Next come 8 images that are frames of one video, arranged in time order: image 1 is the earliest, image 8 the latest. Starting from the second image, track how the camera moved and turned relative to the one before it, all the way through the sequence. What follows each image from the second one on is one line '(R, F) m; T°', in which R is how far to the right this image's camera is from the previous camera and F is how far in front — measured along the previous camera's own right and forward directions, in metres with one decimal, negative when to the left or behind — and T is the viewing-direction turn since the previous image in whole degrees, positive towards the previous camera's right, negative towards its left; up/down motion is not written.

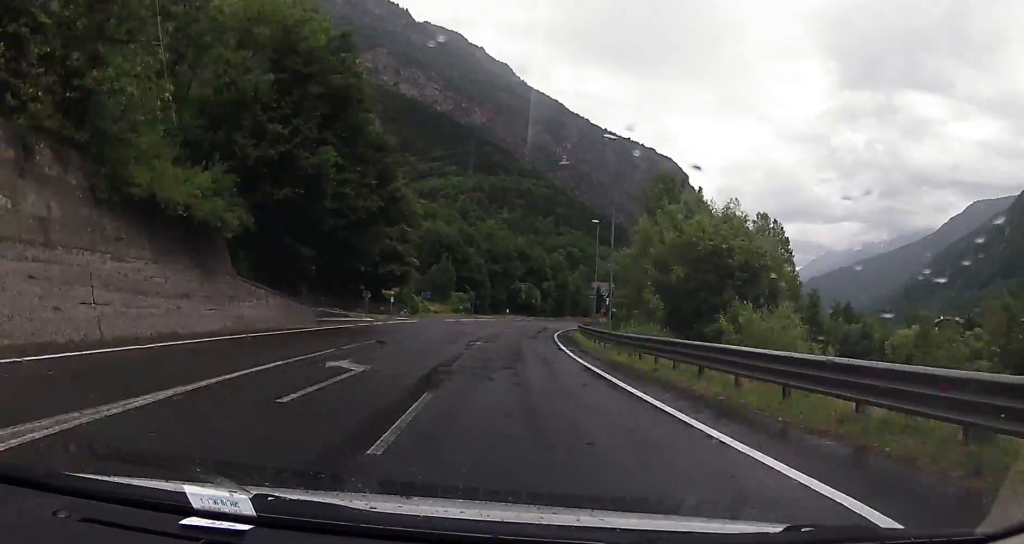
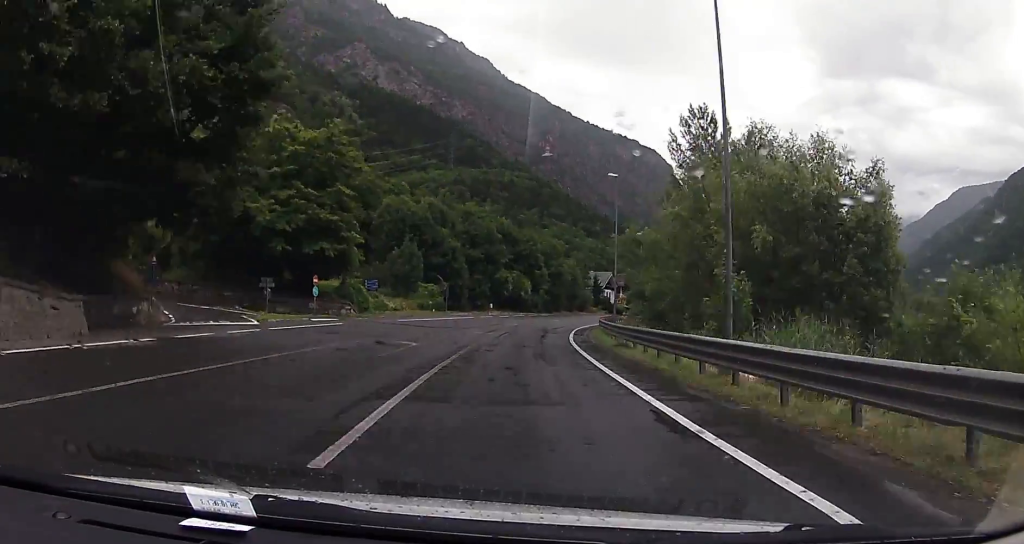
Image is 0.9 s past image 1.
(+0.2, +20.4) m; +2°
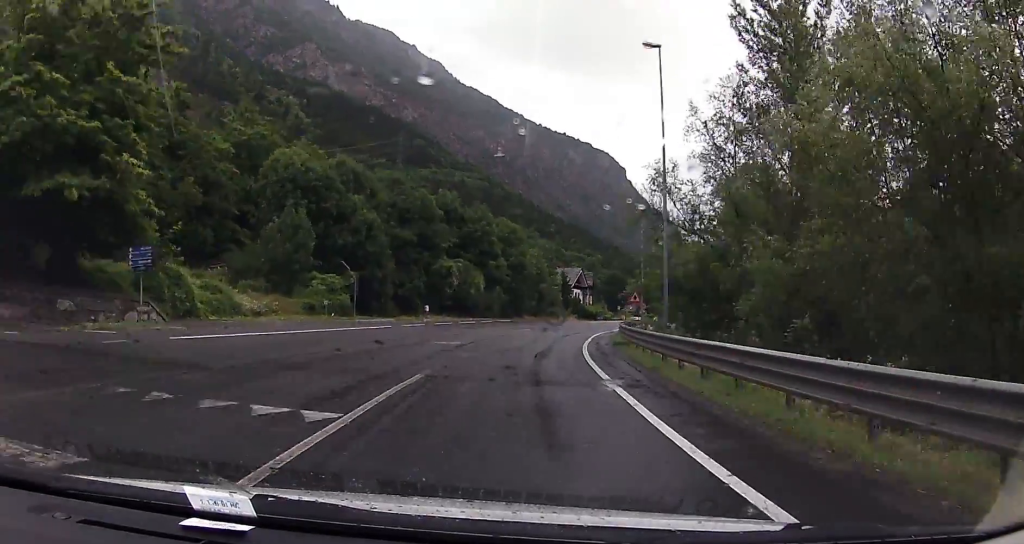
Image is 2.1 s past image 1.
(+0.8, +25.1) m; +5°
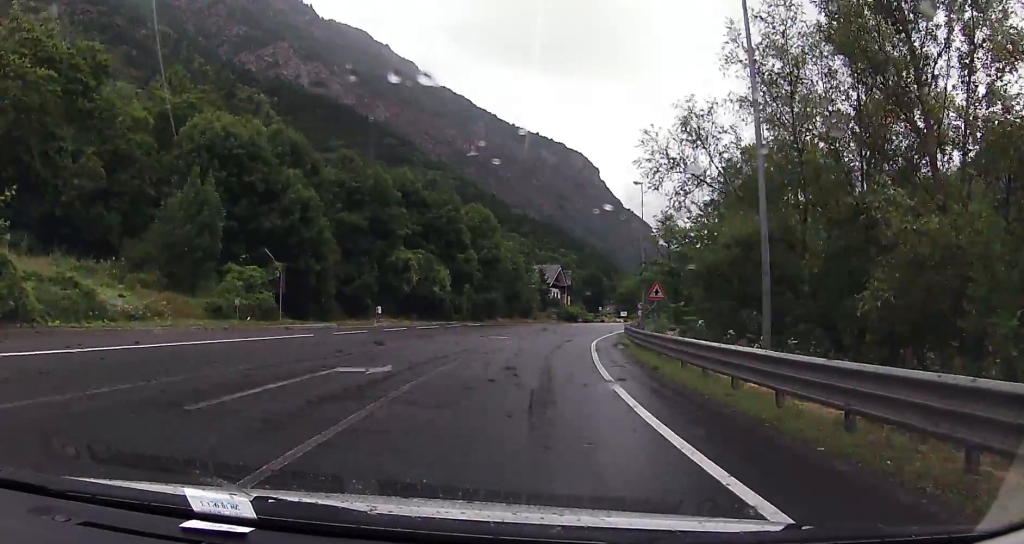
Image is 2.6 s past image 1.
(+0.3, +10.7) m; +2°
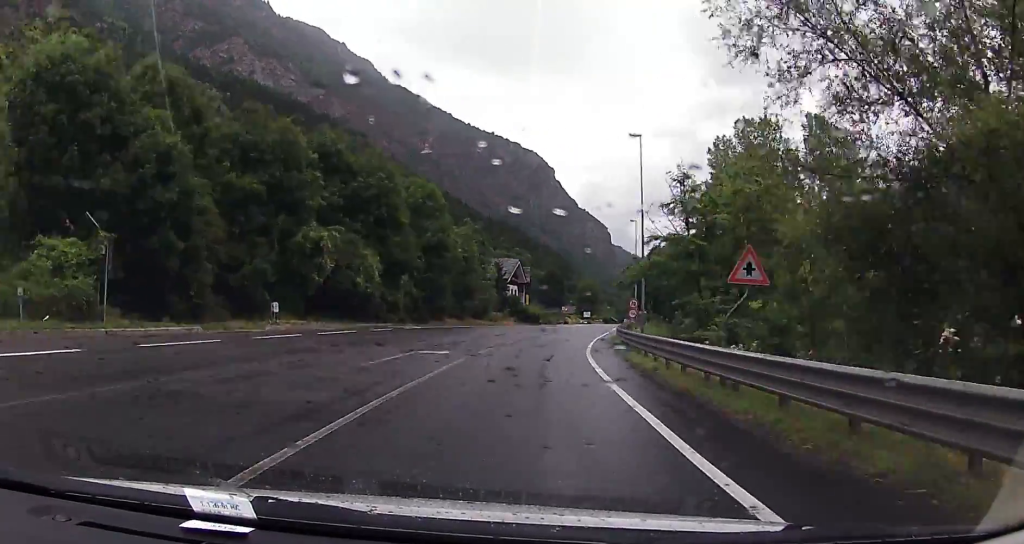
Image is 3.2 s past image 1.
(+0.3, +13.5) m; +3°
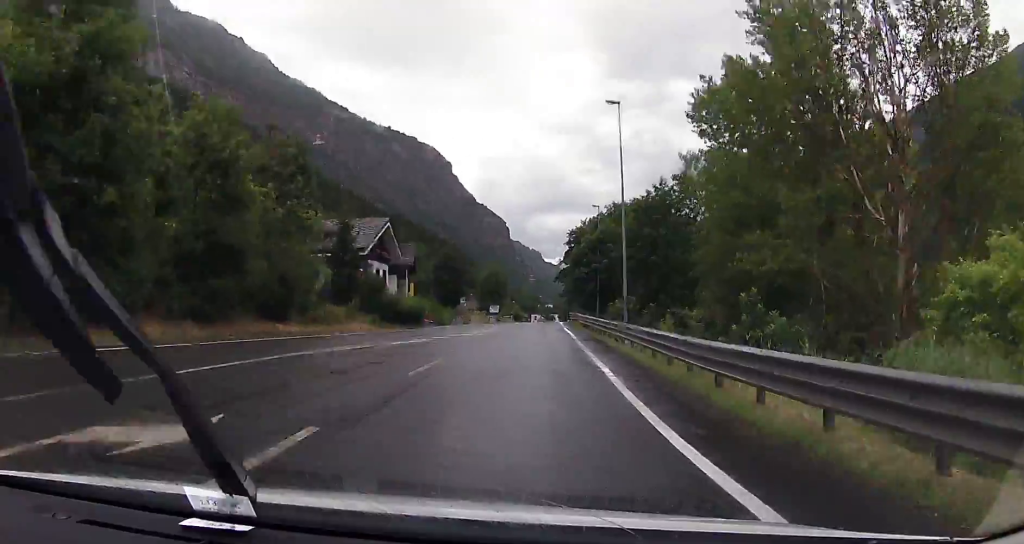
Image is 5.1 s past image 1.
(+2.9, +37.3) m; +8°
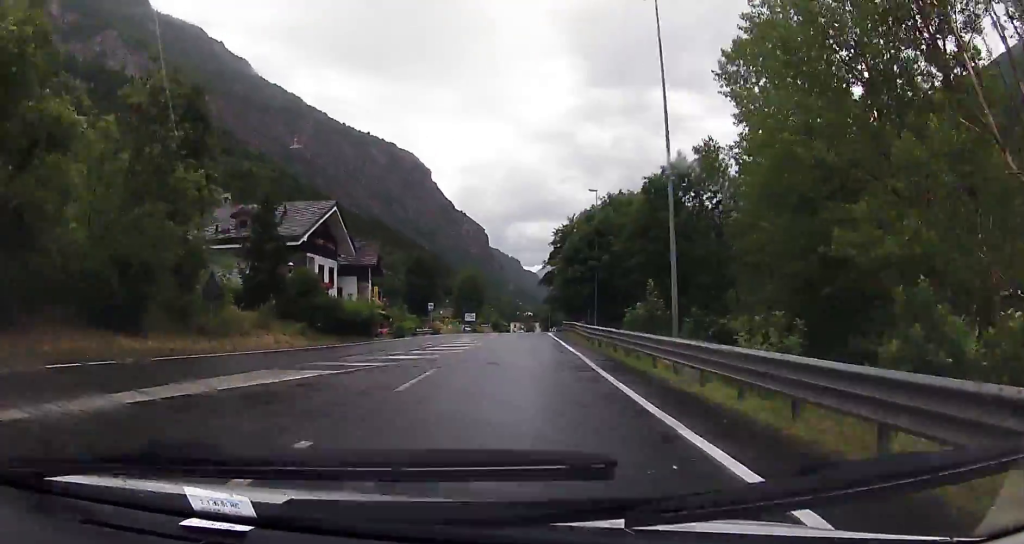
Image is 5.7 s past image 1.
(+0.3, +12.1) m; +2°
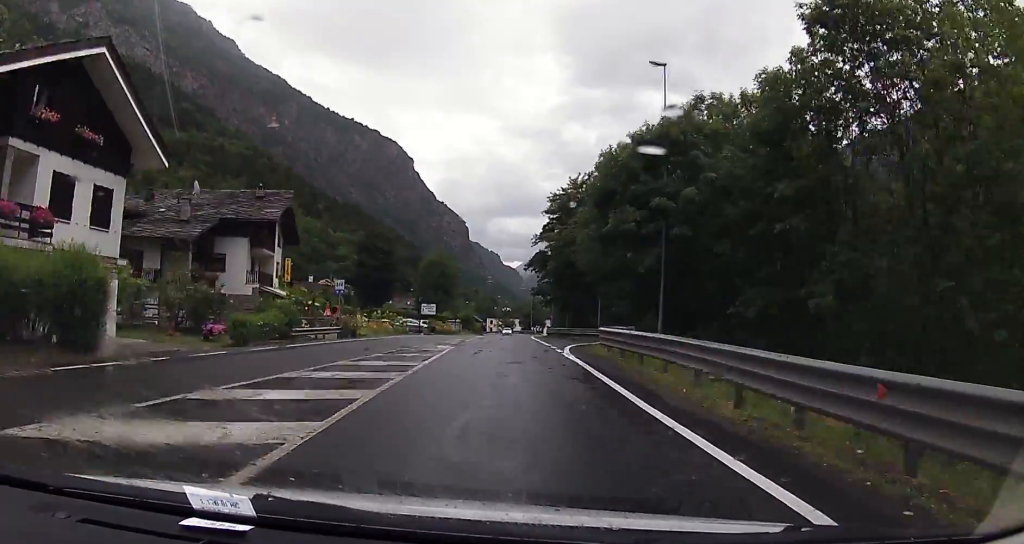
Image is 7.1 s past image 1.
(+0.8, +27.7) m; +2°
